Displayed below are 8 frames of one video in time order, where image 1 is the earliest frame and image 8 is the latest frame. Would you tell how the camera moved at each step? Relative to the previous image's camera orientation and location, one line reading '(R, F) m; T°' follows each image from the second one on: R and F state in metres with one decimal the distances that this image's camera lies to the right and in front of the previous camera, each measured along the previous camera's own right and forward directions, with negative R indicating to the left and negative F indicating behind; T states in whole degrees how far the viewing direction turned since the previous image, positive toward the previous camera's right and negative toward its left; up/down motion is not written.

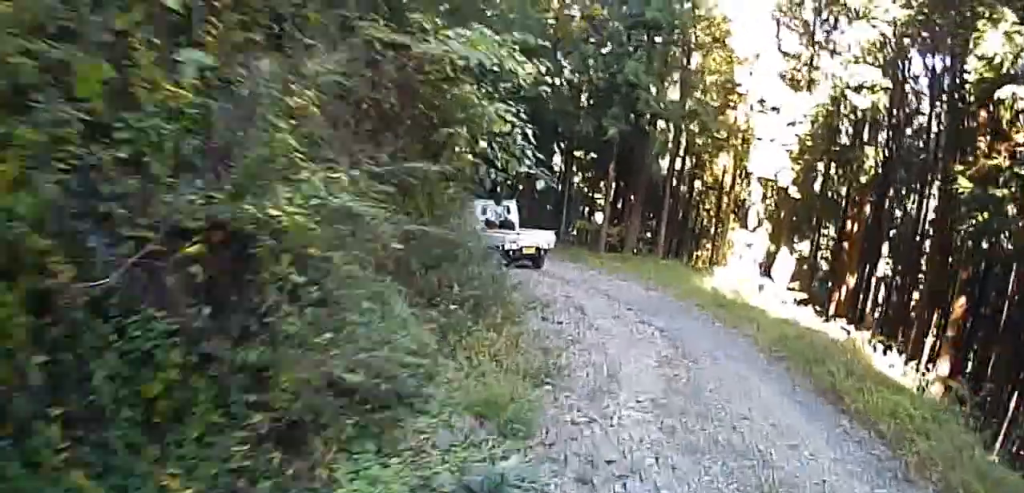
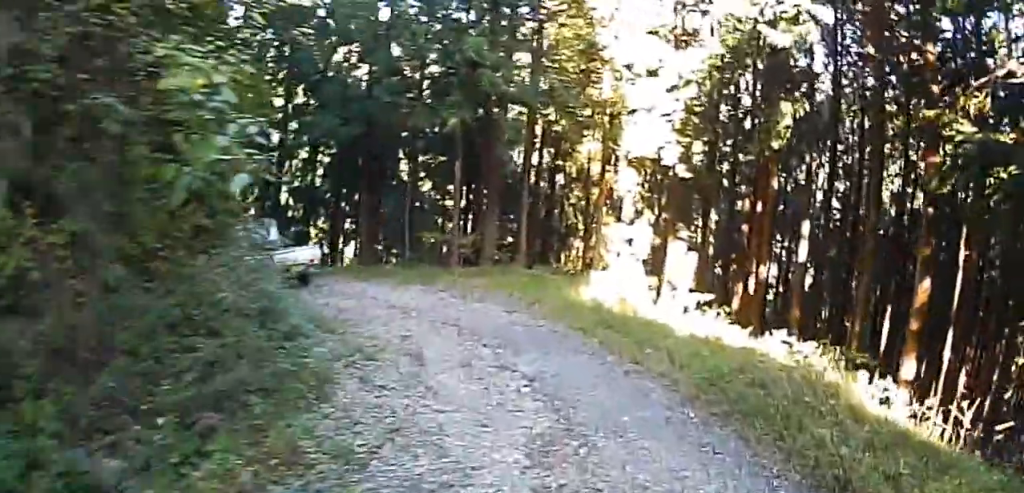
(-0.3, +3.1) m; +1°
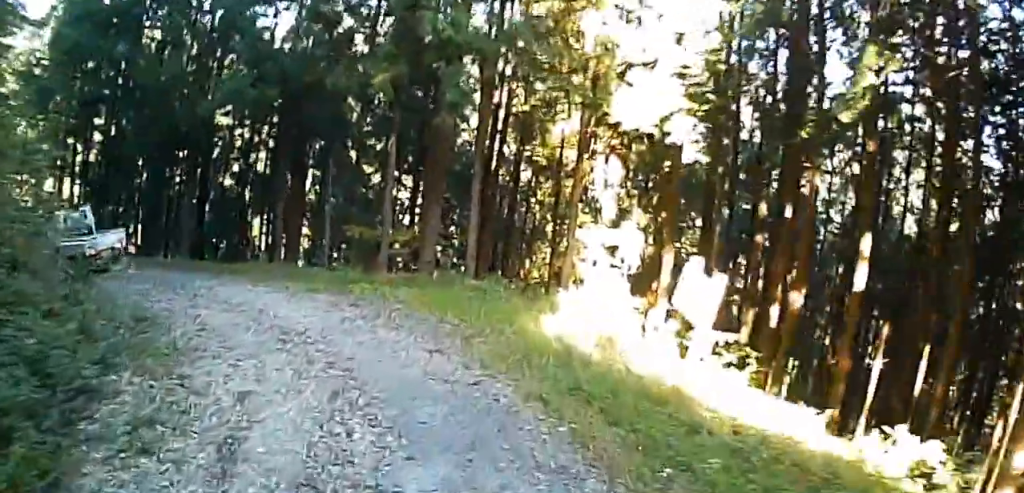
(+0.1, +4.3) m; +7°
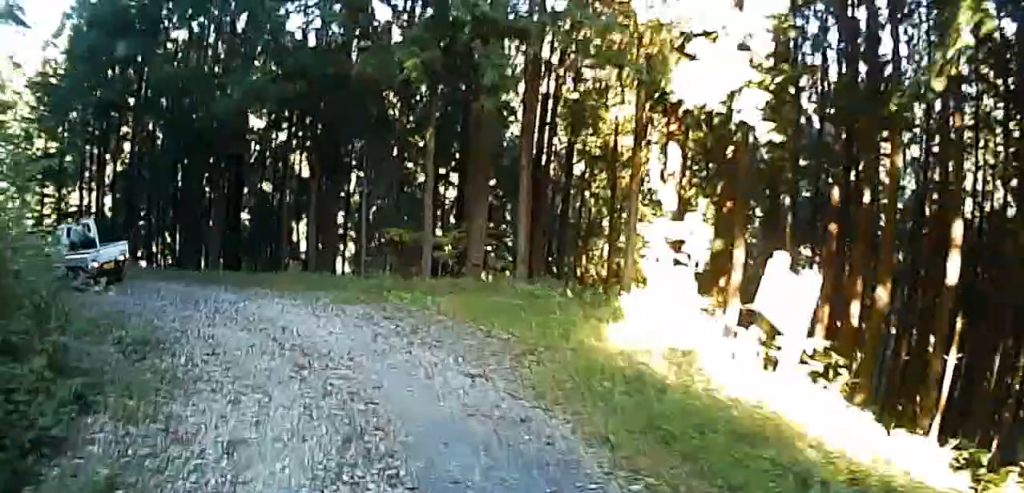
(+0.2, +1.2) m; +8°
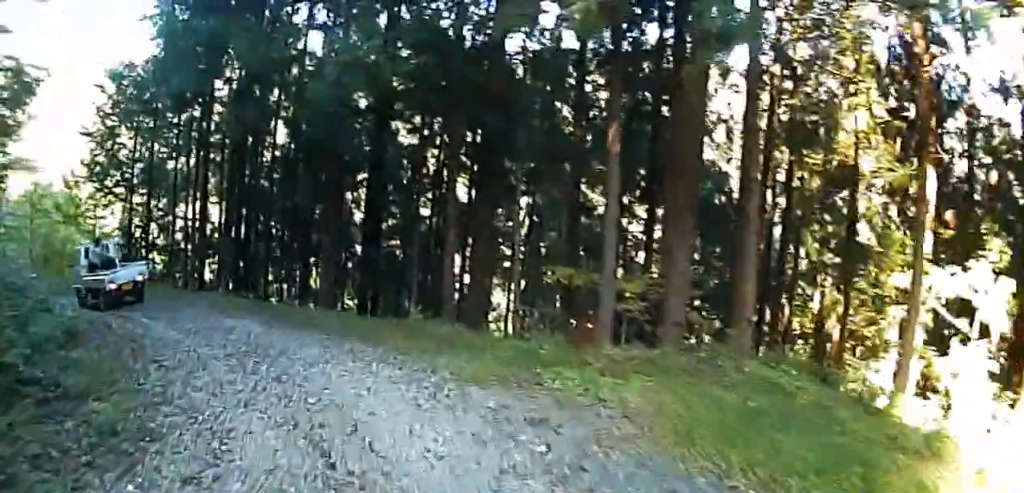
(+0.8, +3.9) m; +2°
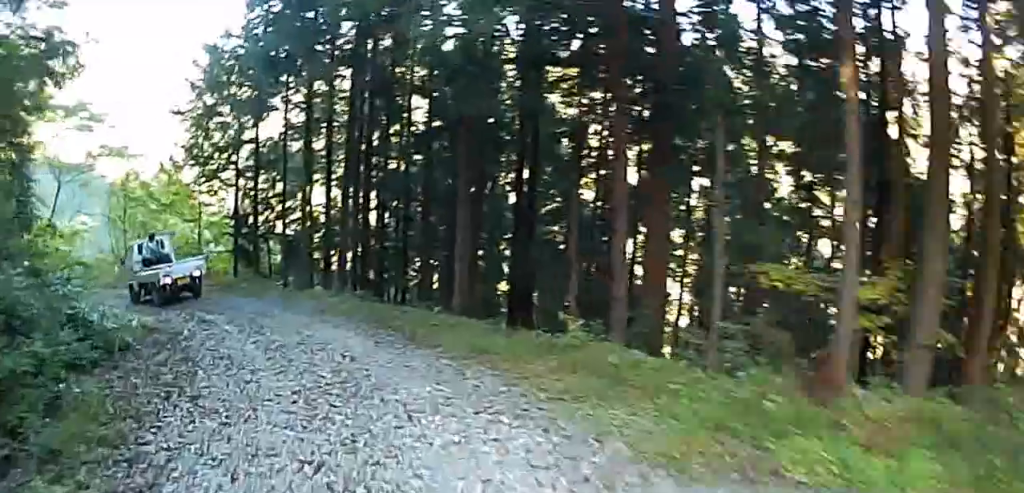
(-0.6, +2.6) m; -22°
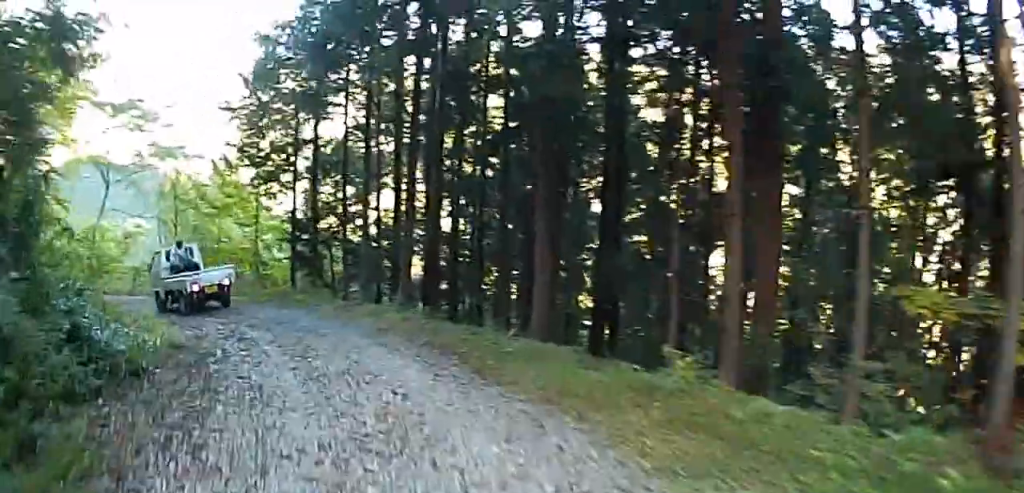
(-0.2, +1.4) m; -6°
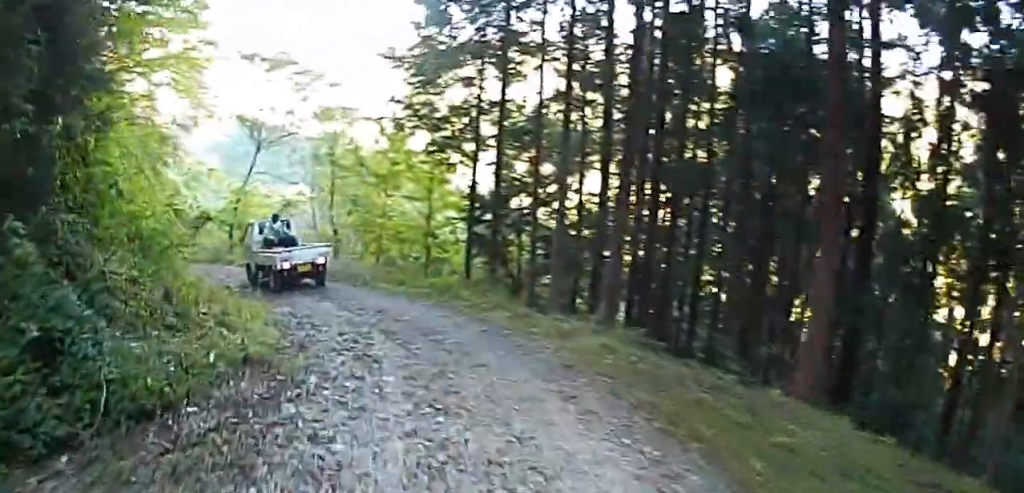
(-0.3, +3.2) m; -5°
